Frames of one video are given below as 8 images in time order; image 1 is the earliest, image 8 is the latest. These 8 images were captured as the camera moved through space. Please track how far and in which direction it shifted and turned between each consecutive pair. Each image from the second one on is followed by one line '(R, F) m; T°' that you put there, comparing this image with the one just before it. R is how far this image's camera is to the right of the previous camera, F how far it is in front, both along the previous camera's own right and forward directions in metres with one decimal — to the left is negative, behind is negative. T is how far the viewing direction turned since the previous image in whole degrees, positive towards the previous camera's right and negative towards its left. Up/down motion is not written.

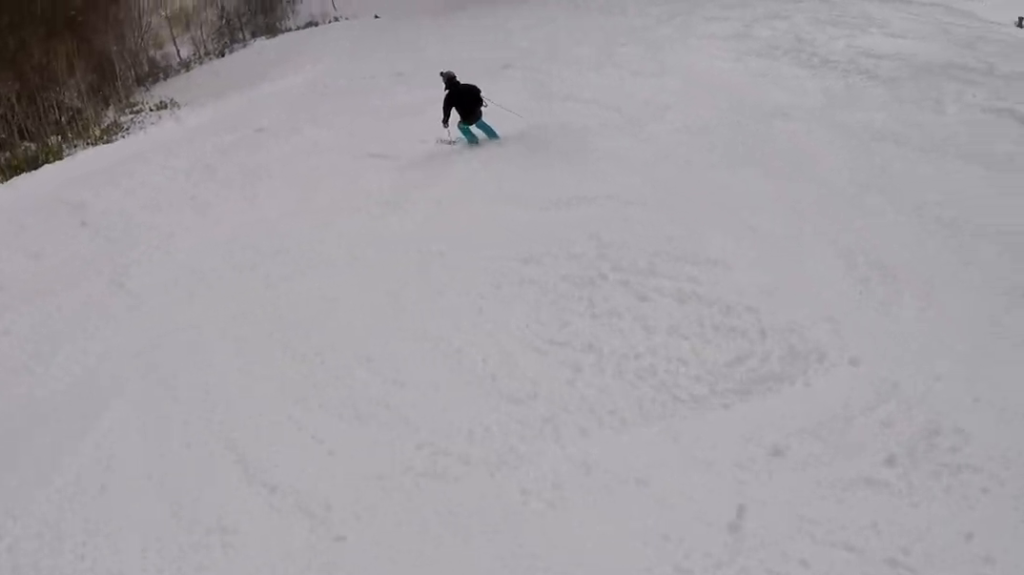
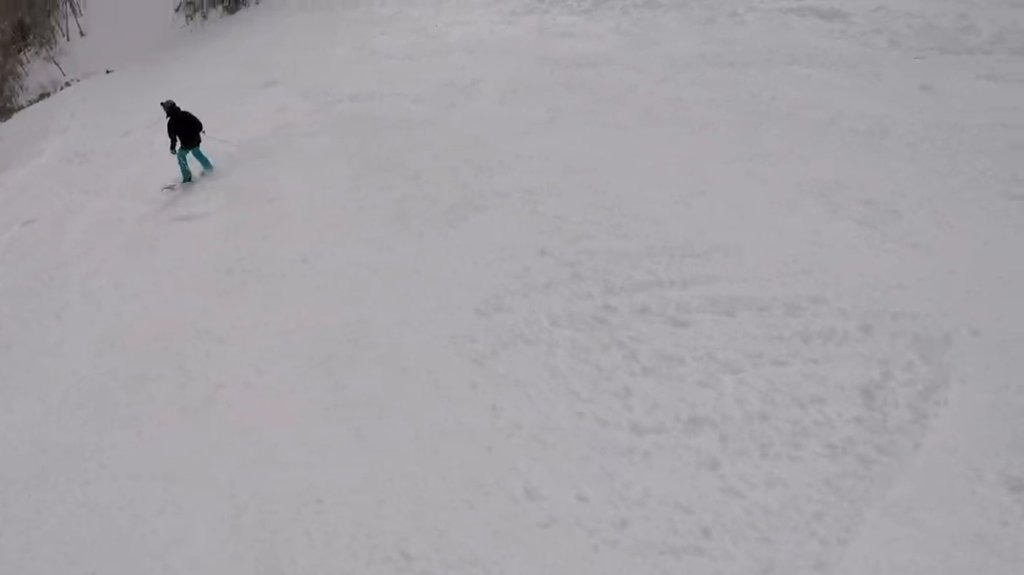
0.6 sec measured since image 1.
(-0.6, +1.9) m; +2°
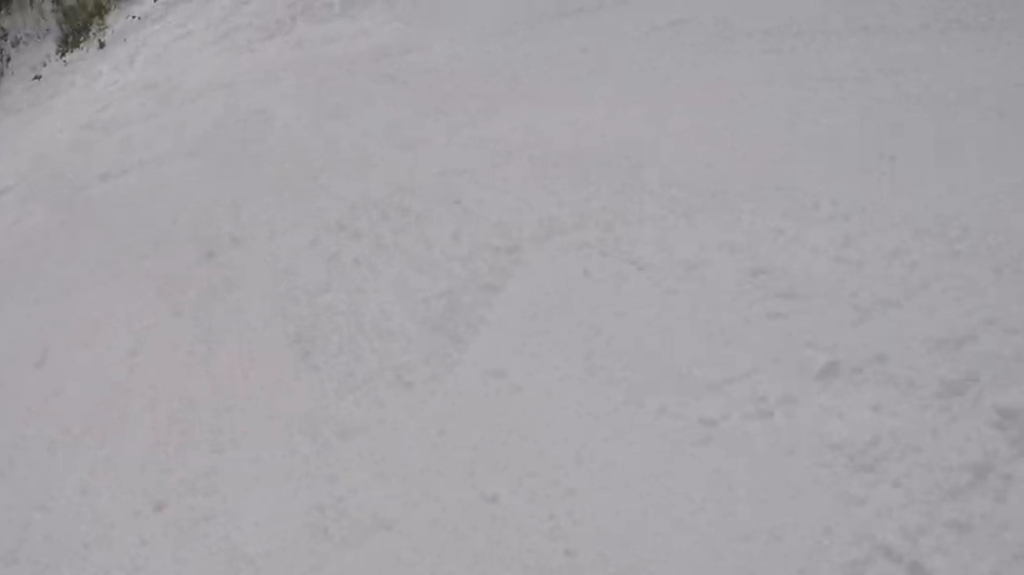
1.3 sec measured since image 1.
(+0.2, +2.7) m; +9°
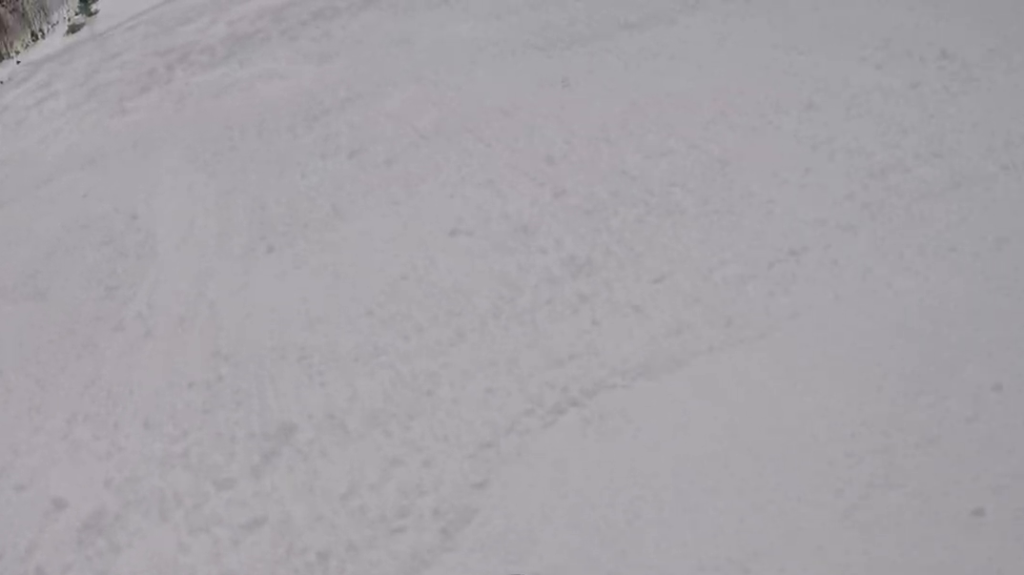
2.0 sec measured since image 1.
(+0.5, +2.9) m; +9°
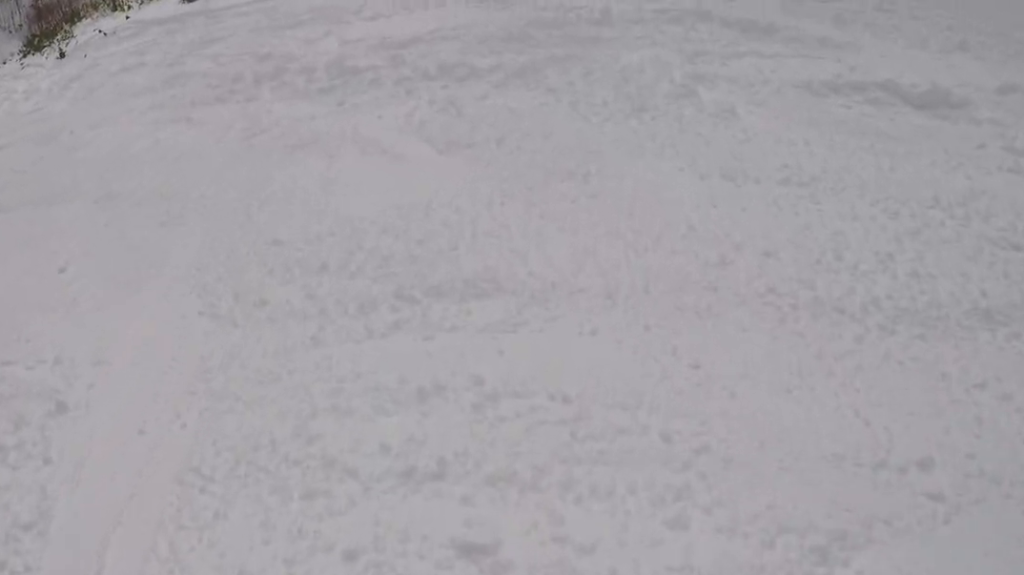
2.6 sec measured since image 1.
(+0.1, +3.0) m; -12°
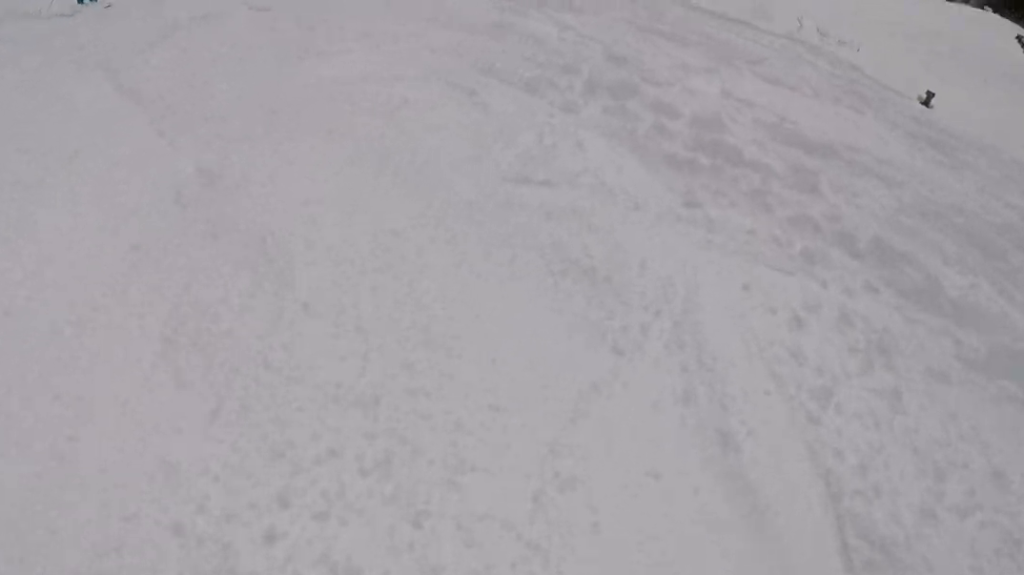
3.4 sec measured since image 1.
(-0.7, +3.7) m; -20°
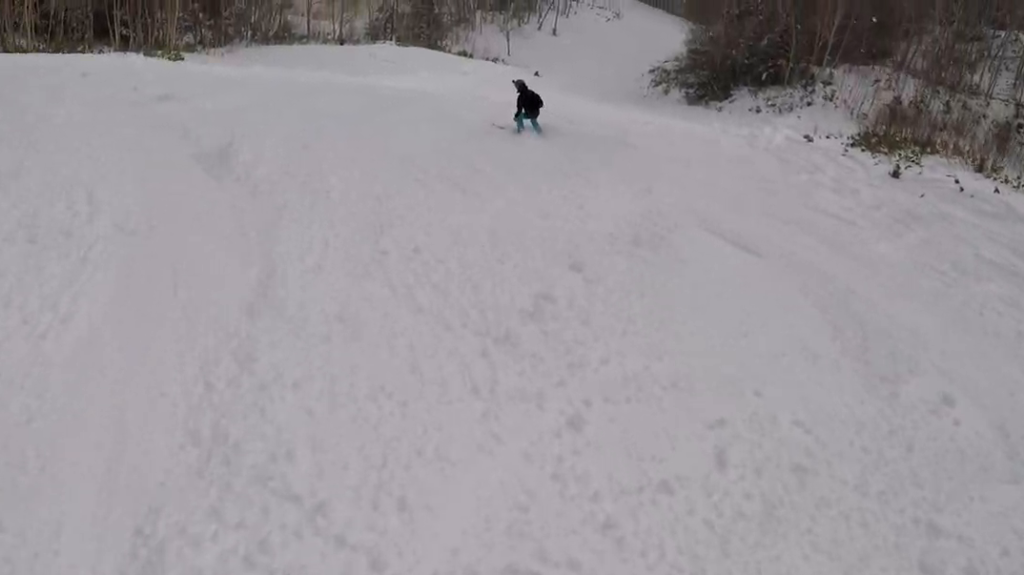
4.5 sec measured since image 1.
(-1.6, +5.7) m; -20°
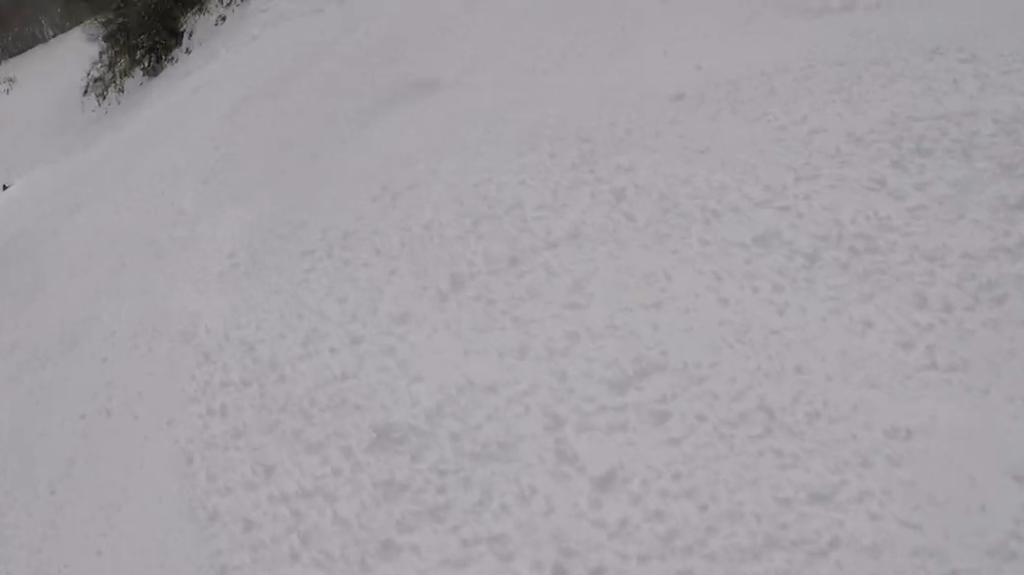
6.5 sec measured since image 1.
(+2.1, +9.0) m; +44°
